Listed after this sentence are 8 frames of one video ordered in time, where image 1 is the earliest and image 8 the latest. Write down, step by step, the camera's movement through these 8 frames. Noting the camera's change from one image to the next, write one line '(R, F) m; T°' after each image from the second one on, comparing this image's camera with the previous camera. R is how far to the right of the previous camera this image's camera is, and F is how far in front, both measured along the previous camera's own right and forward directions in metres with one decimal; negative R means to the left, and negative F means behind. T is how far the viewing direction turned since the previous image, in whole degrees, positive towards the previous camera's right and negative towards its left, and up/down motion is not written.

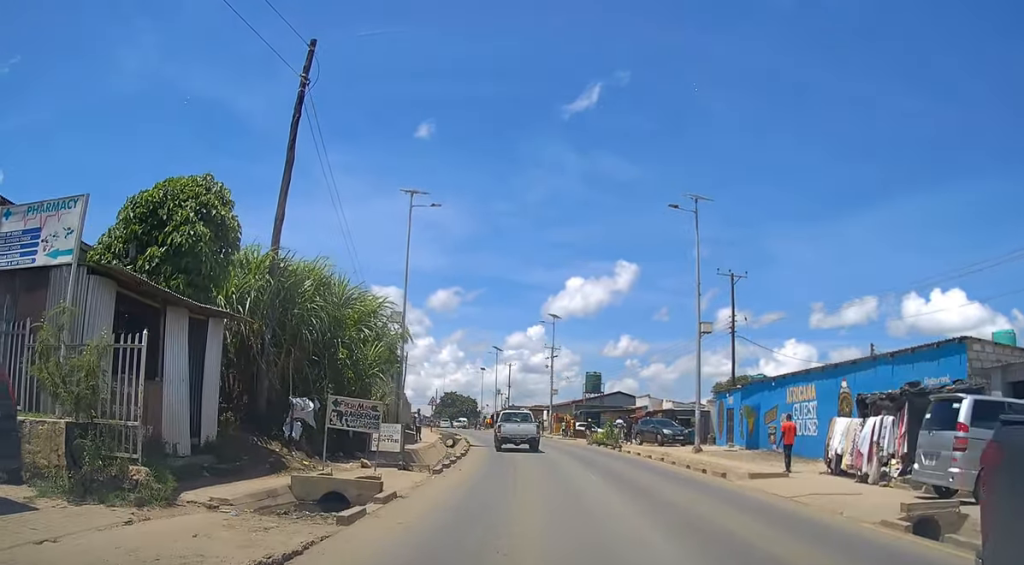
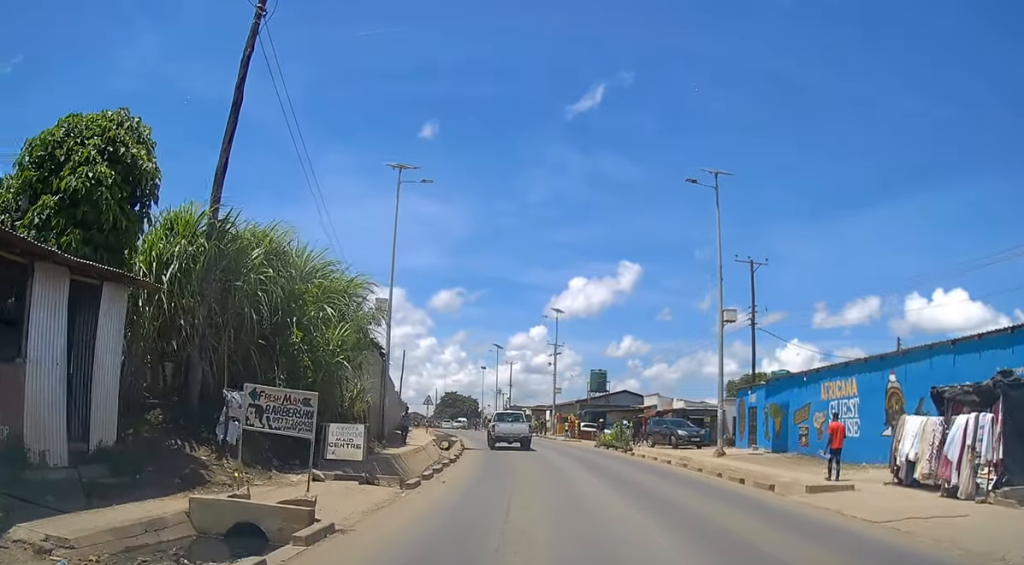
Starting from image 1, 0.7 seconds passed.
(0.0, +3.6) m; 0°
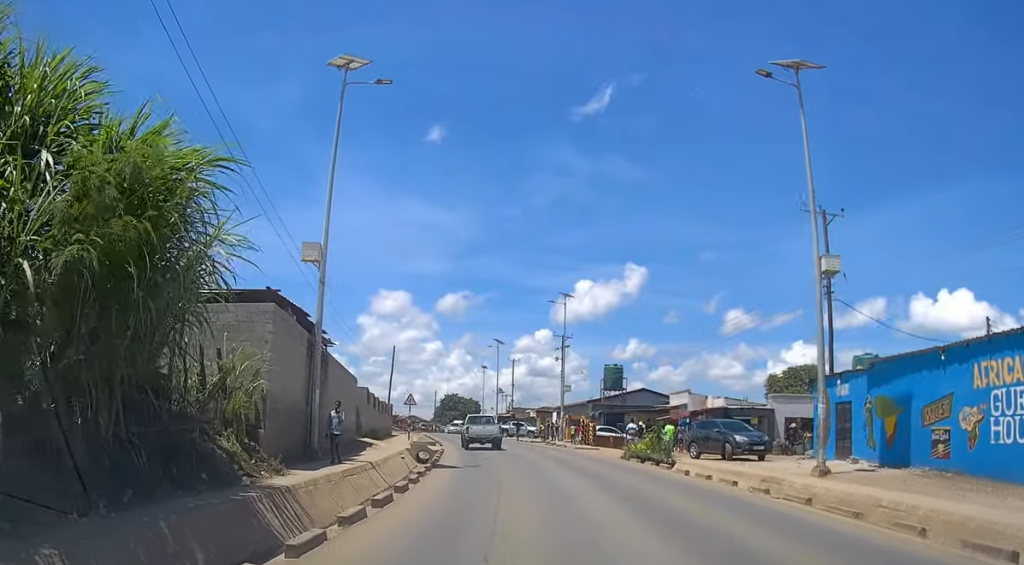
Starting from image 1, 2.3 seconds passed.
(-0.2, +9.8) m; -3°
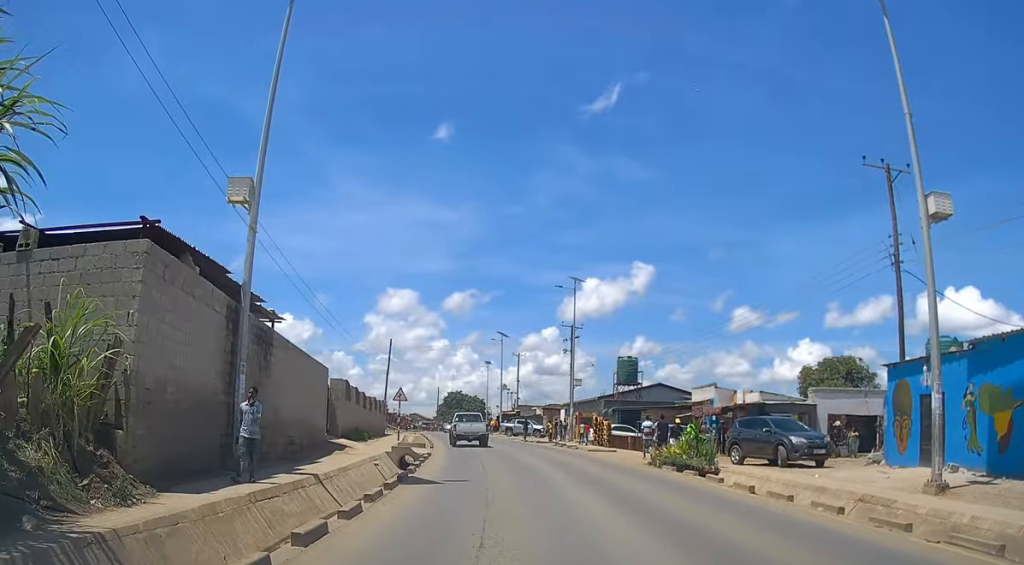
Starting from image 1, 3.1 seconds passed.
(-0.1, +5.5) m; -1°
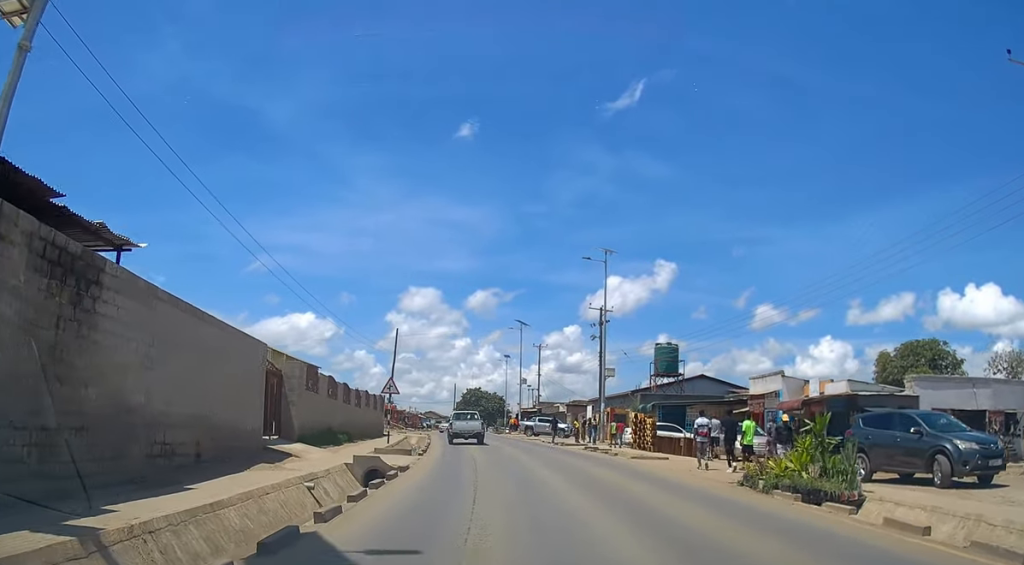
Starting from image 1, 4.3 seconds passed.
(+0.1, +8.5) m; -1°
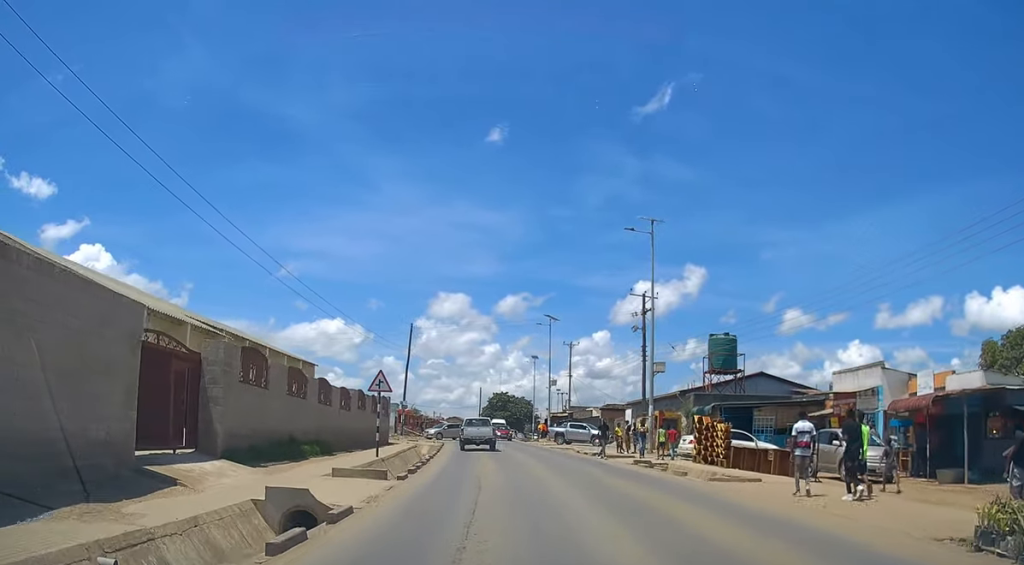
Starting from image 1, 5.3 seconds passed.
(-0.3, +7.9) m; -3°
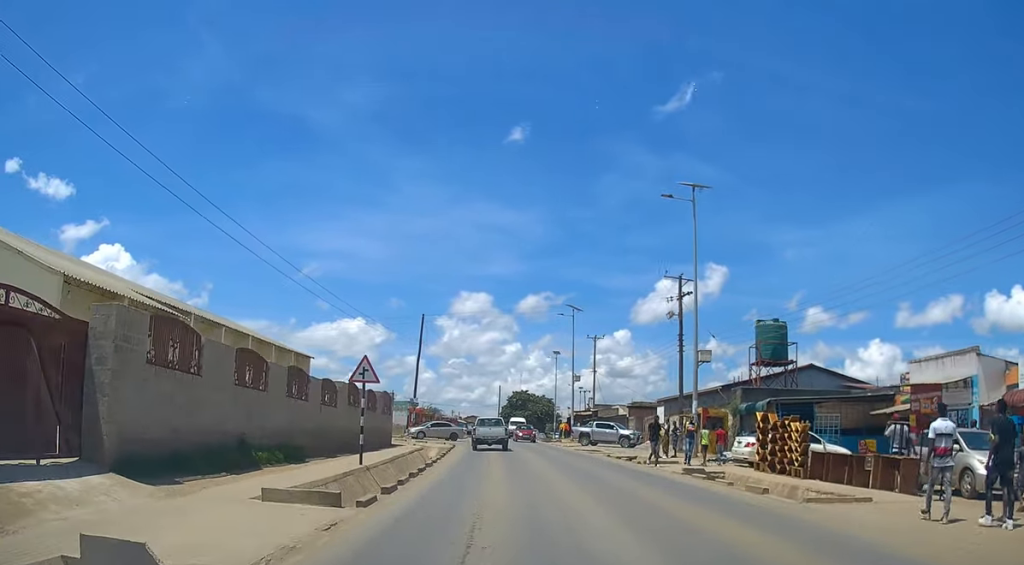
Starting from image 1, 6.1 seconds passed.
(-0.1, +5.3) m; -1°
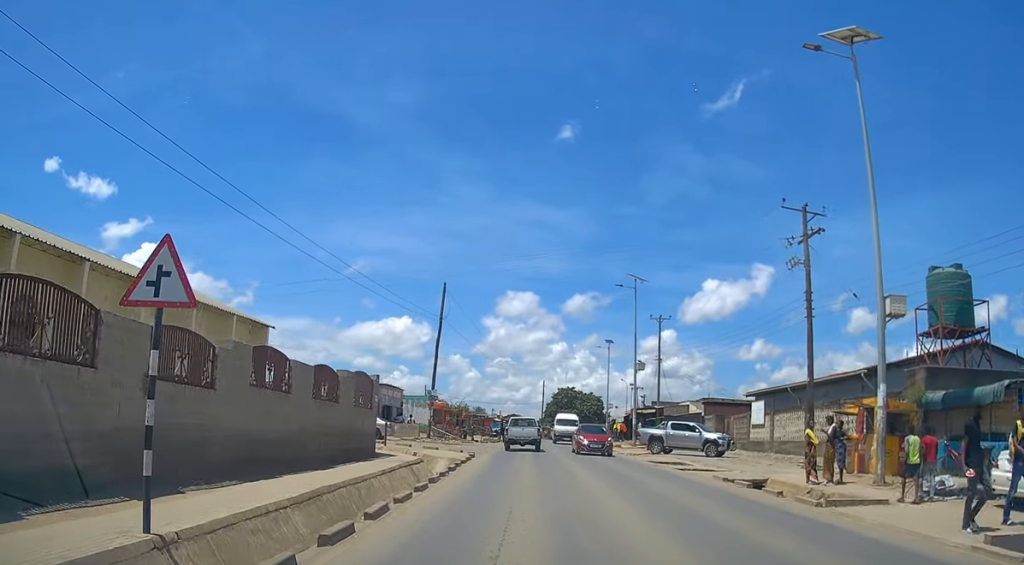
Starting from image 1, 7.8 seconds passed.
(-0.4, +13.6) m; -3°
